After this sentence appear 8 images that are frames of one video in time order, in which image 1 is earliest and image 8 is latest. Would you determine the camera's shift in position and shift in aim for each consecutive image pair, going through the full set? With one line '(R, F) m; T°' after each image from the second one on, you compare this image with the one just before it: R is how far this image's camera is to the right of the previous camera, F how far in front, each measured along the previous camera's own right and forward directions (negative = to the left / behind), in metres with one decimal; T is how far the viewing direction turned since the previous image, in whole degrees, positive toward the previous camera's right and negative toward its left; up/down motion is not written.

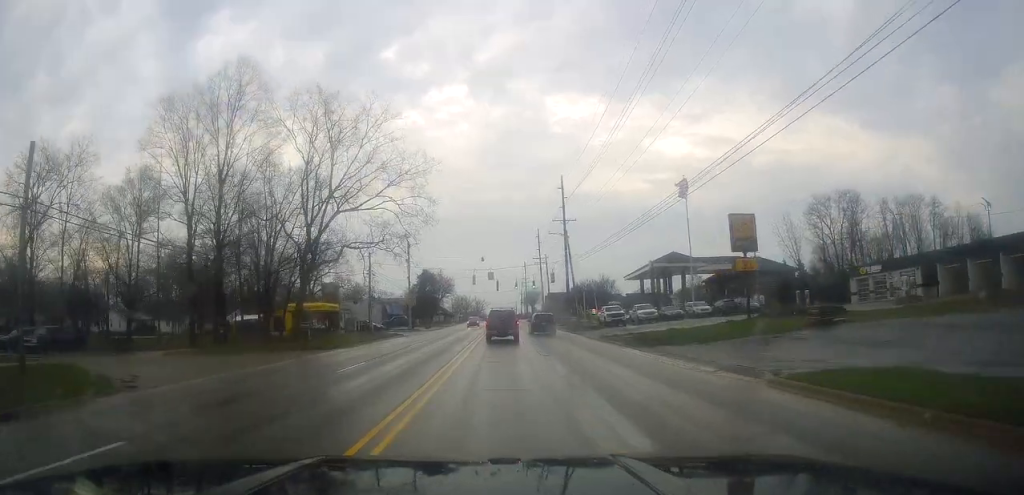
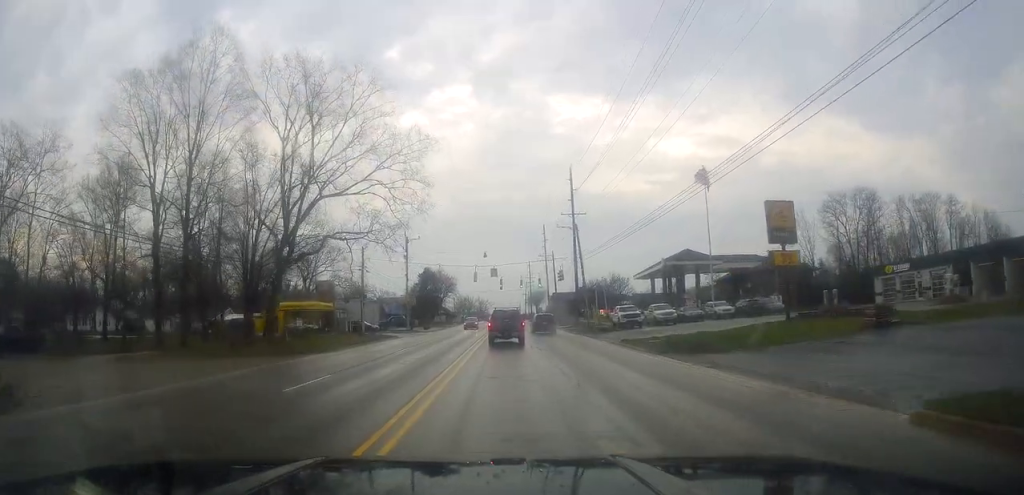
(-0.3, +5.1) m; 0°
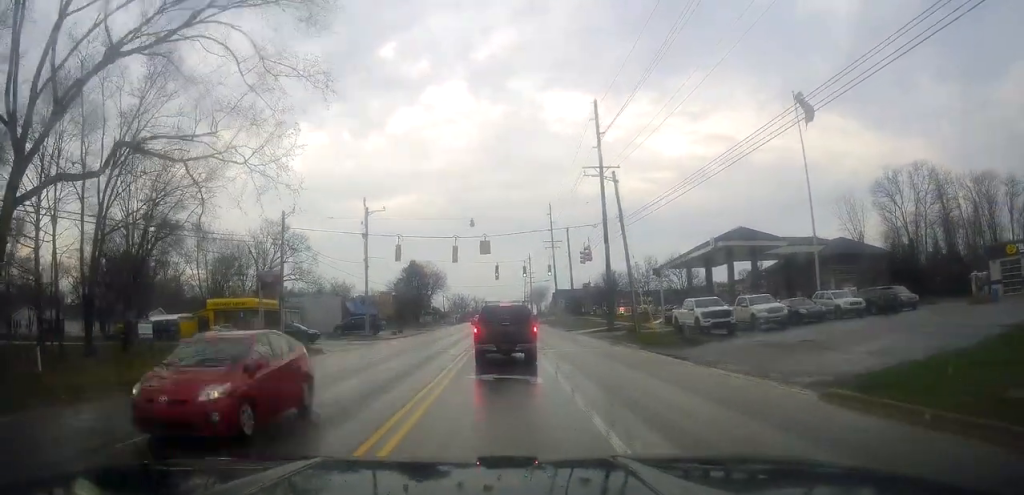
(+0.8, +23.1) m; -2°
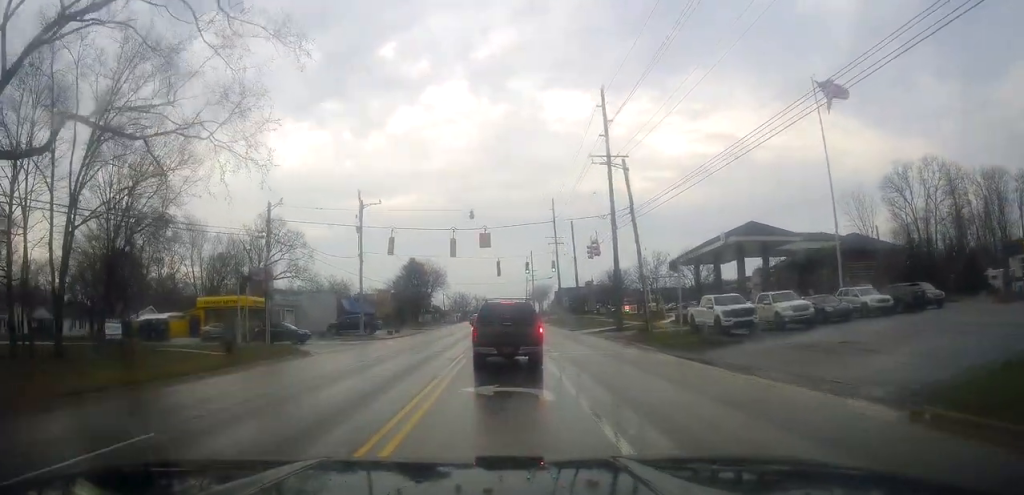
(-0.2, +3.1) m; -2°
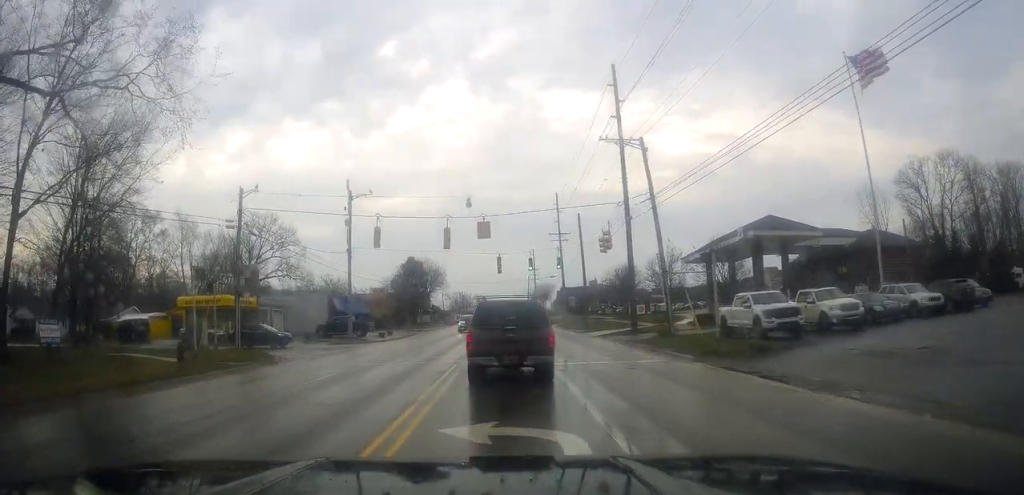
(-0.4, +5.4) m; -2°
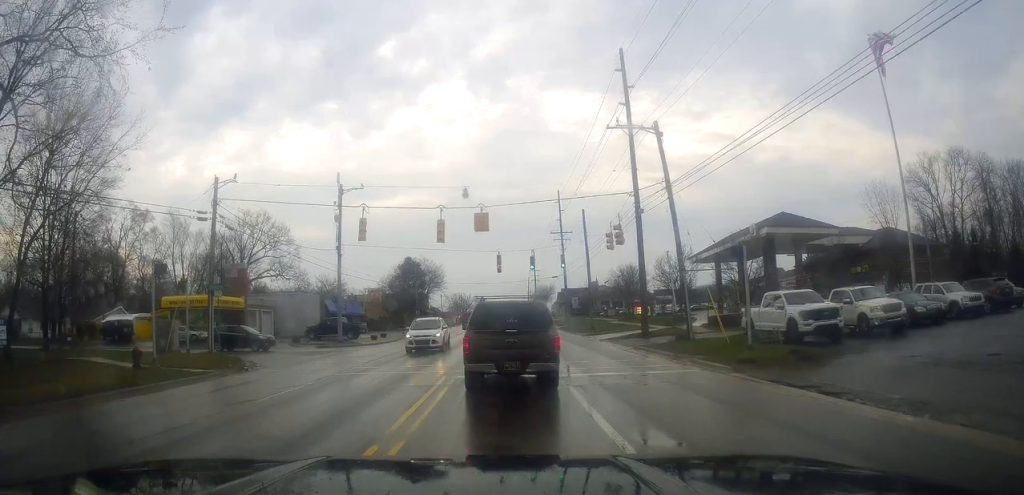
(+0.2, +3.8) m; +2°
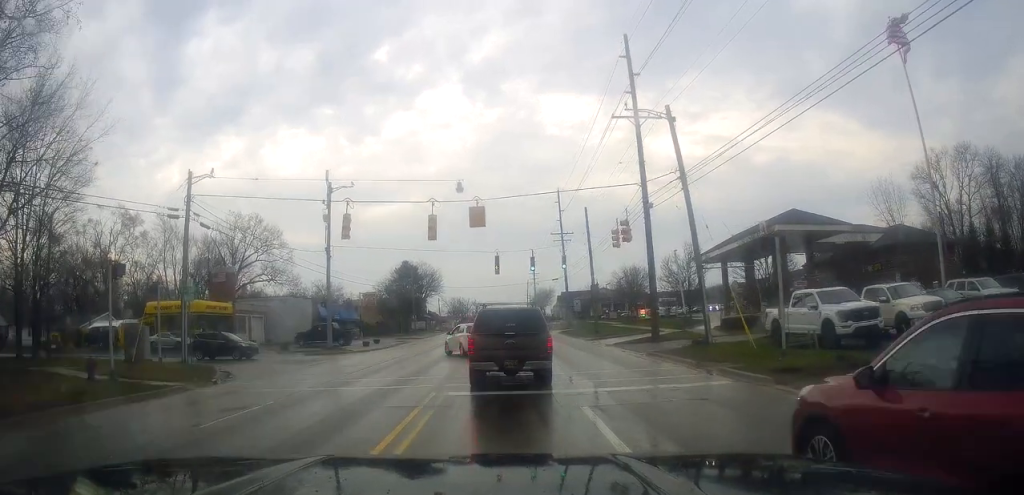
(-0.2, +1.5) m; +5°
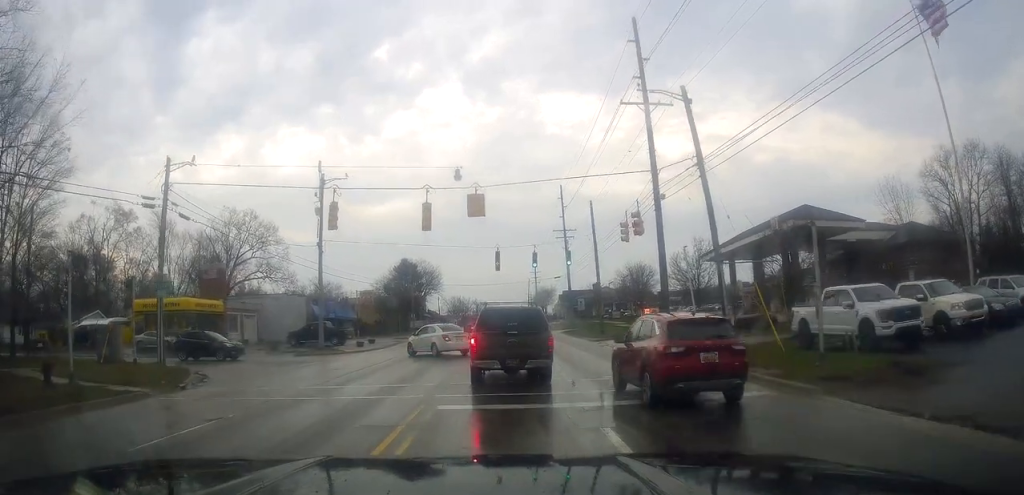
(+0.1, +1.6) m; +1°
